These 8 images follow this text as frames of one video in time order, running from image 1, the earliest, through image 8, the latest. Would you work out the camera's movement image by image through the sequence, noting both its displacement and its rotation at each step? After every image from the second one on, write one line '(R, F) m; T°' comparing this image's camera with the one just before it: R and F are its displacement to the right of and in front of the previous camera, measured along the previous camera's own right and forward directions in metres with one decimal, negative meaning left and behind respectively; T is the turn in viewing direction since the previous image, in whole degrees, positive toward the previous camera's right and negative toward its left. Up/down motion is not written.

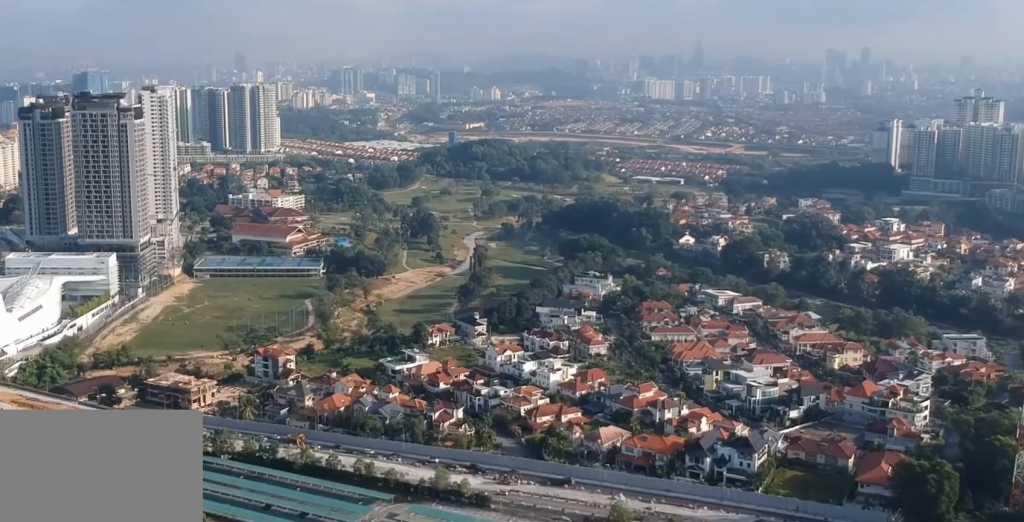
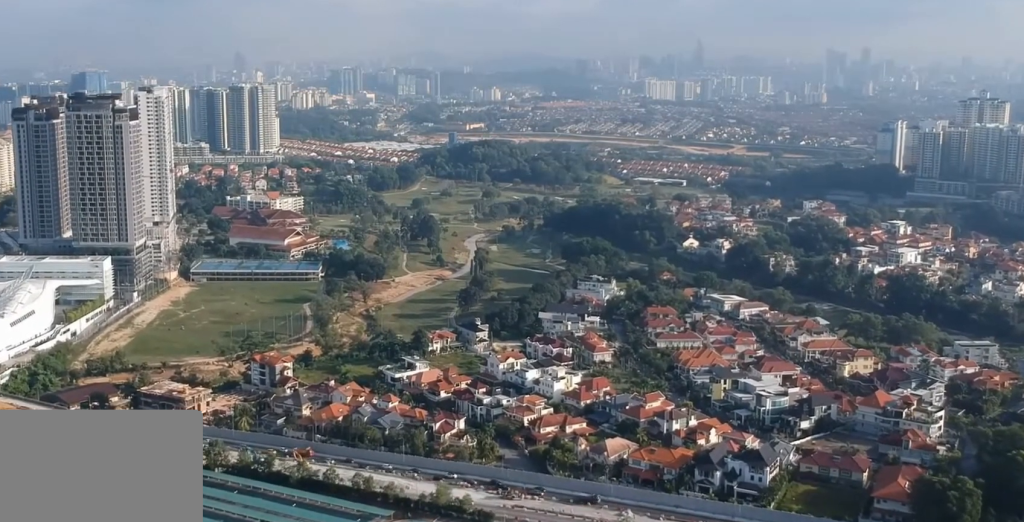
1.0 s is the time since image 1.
(0.0, +13.0) m; 0°
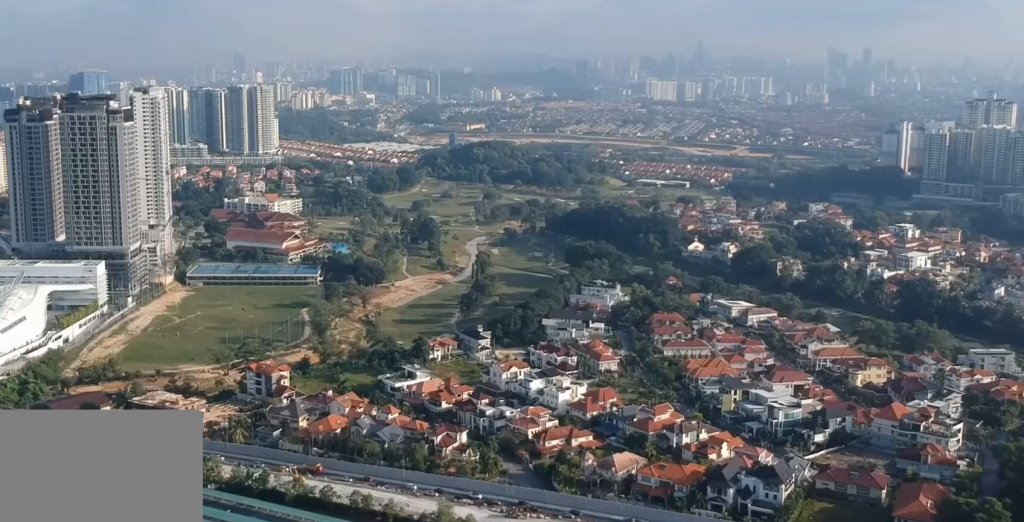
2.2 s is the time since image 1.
(0.0, +15.0) m; 0°
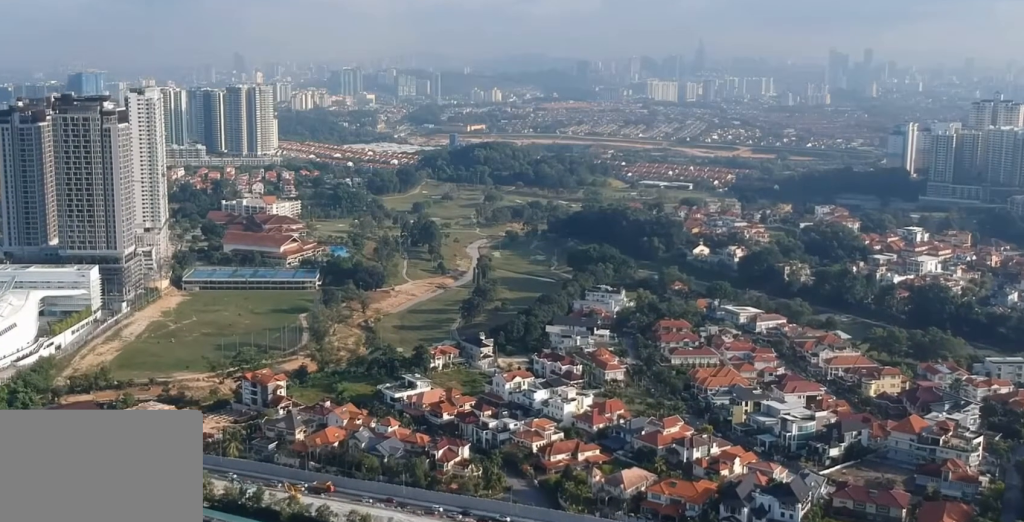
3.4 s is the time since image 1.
(+0.1, +16.5) m; 0°
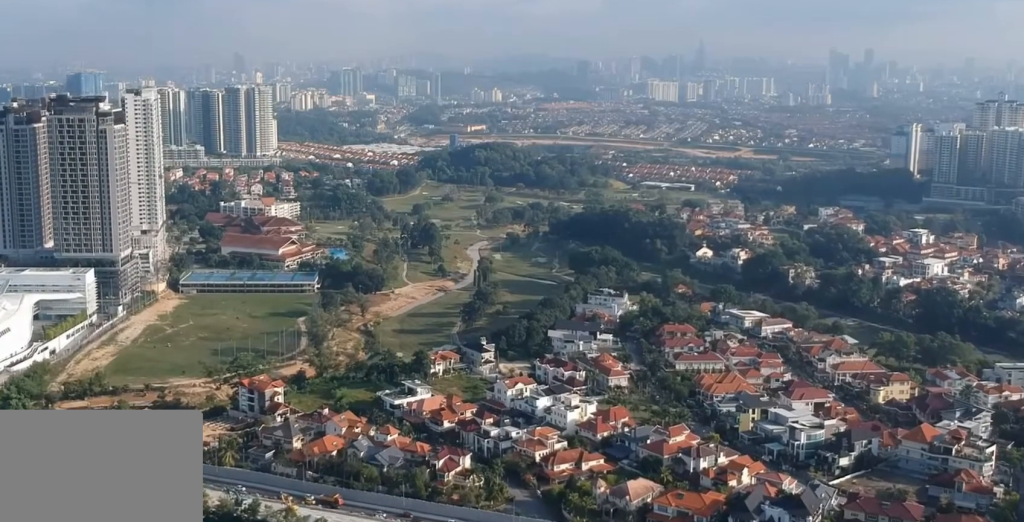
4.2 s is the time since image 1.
(0.0, +9.3) m; 0°
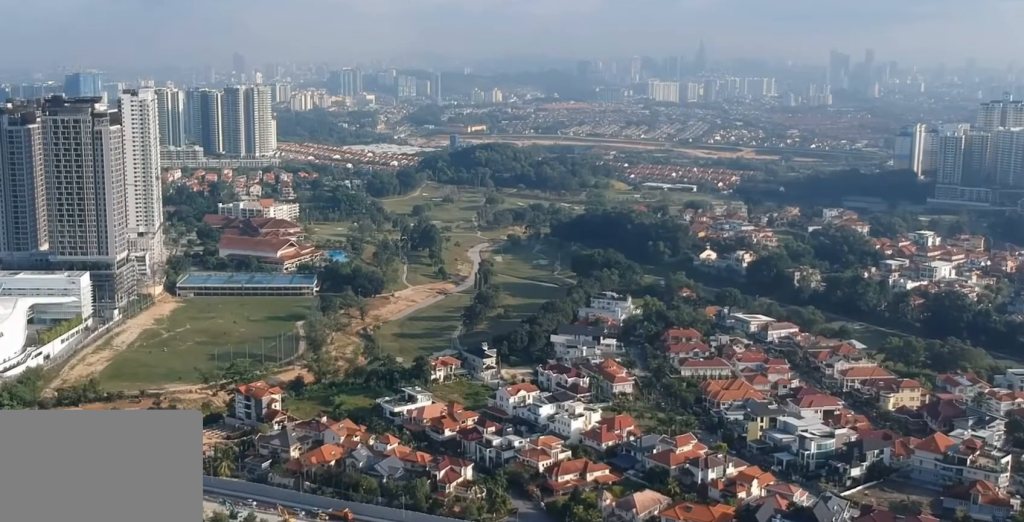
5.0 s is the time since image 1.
(0.0, +10.8) m; 0°
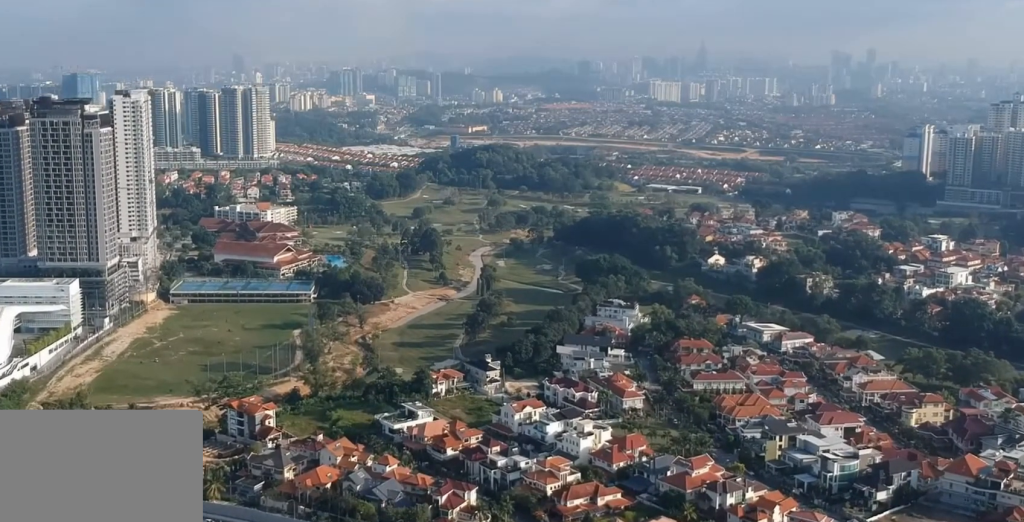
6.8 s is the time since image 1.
(-0.1, +22.7) m; -1°
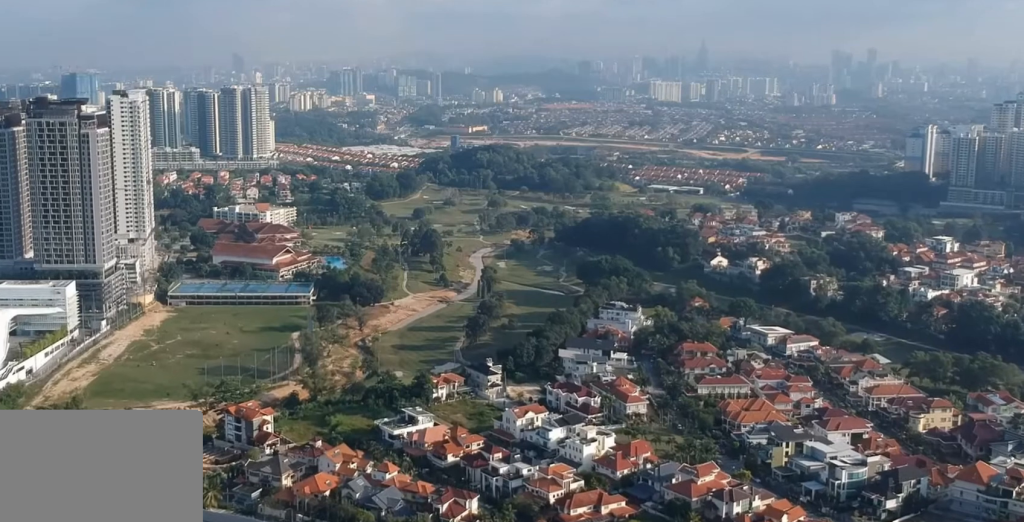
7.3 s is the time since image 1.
(0.0, +7.2) m; 0°
